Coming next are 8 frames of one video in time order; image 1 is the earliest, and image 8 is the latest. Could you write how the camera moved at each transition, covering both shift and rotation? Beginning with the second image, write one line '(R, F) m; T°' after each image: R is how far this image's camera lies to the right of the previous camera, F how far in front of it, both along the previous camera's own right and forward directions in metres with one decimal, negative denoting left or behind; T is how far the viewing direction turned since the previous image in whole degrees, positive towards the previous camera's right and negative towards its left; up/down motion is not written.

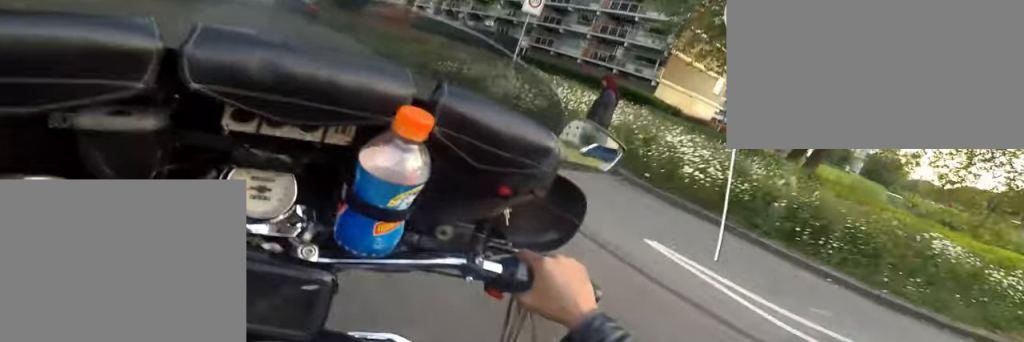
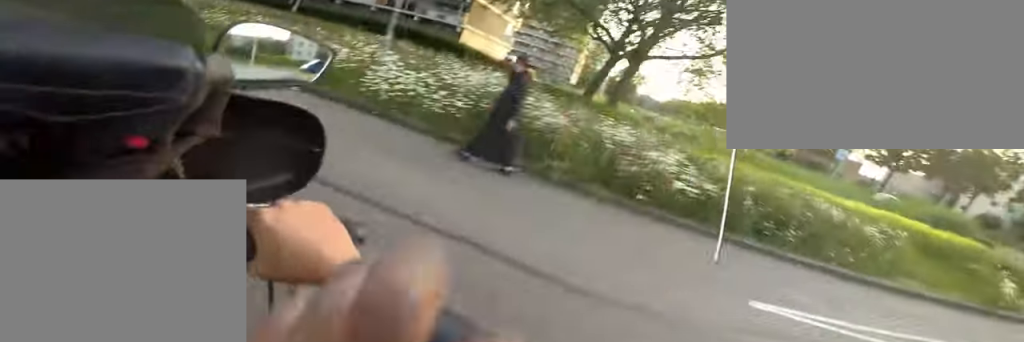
(0.0, +3.6) m; +4°
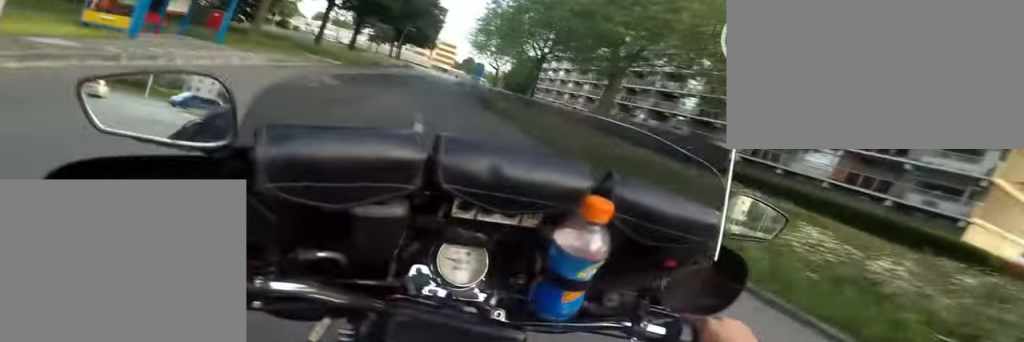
(+0.4, +5.5) m; +5°
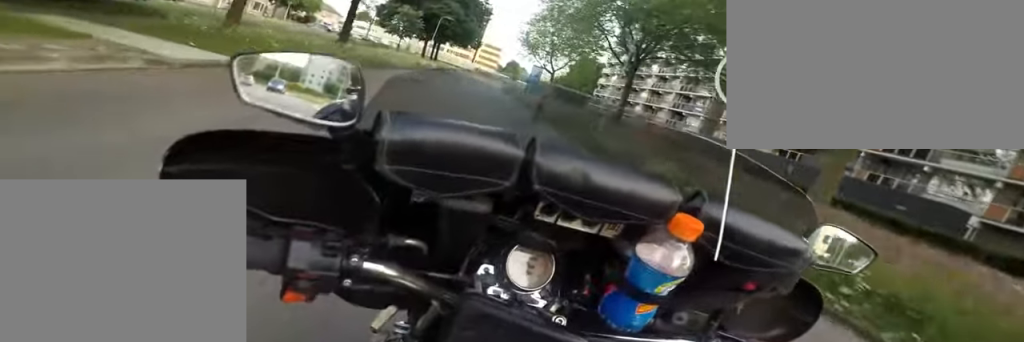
(+0.4, +15.7) m; 0°
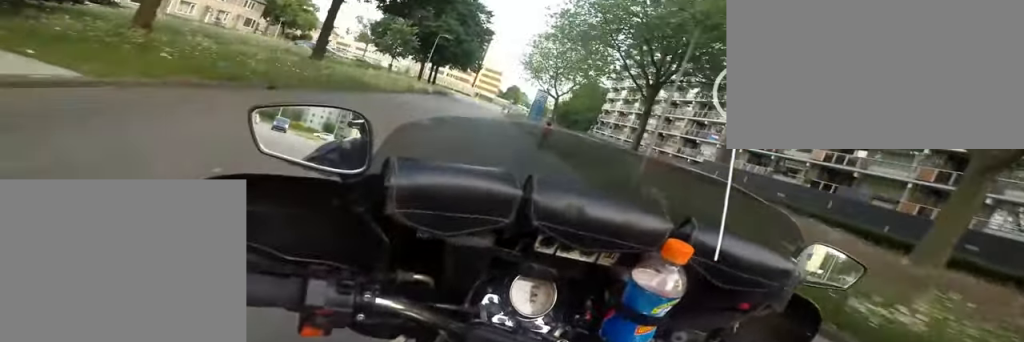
(-0.5, +3.7) m; 0°
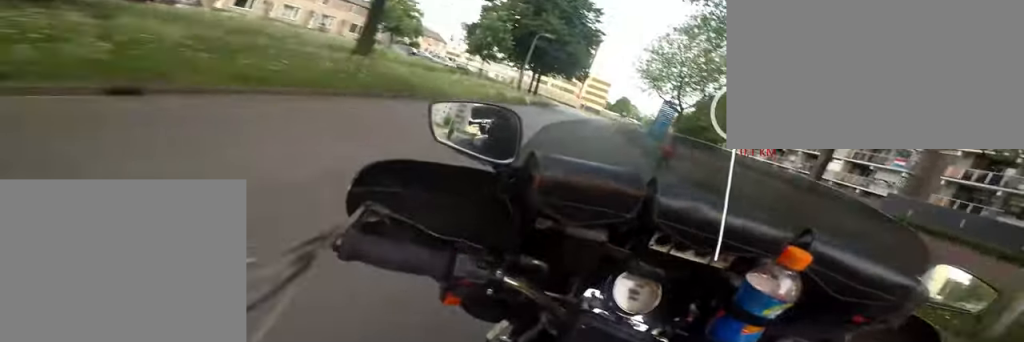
(+0.1, +6.4) m; 0°
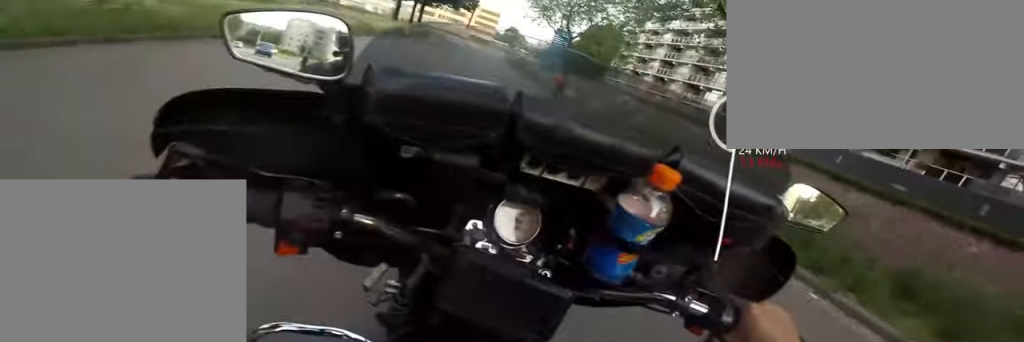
(+0.3, +3.5) m; 0°
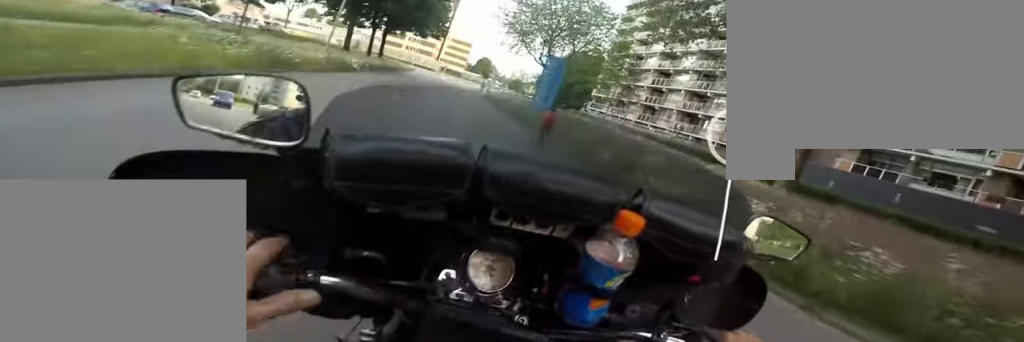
(-0.8, +5.8) m; 0°
